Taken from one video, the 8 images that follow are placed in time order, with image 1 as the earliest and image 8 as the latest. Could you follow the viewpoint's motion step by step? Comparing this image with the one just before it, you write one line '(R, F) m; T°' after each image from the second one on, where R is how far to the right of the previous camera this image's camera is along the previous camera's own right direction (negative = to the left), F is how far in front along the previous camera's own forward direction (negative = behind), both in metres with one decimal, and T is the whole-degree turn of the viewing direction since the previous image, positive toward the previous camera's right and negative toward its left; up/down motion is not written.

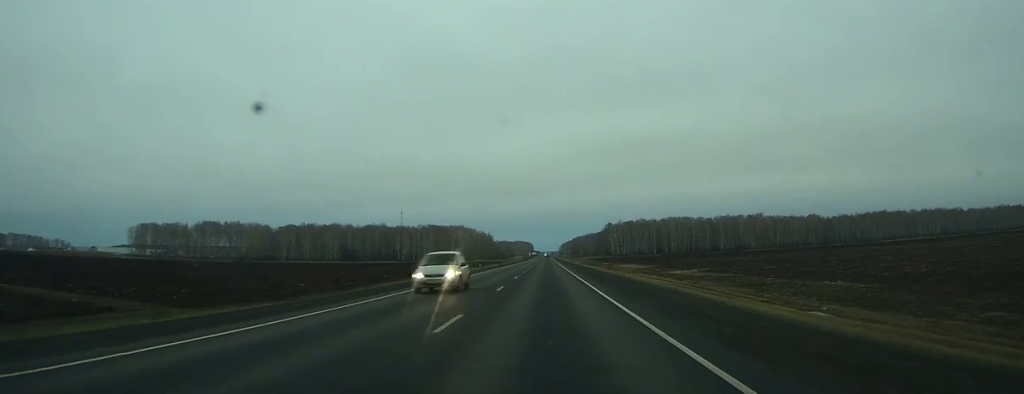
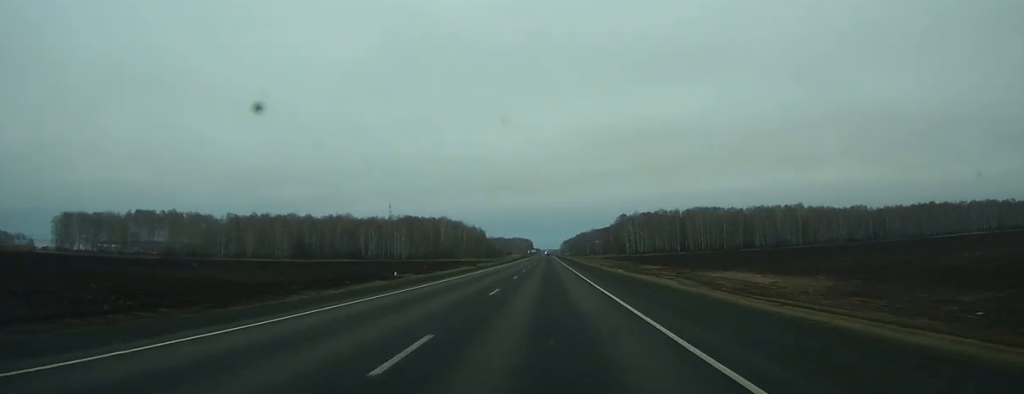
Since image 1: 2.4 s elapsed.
(0.0, +76.2) m; 0°
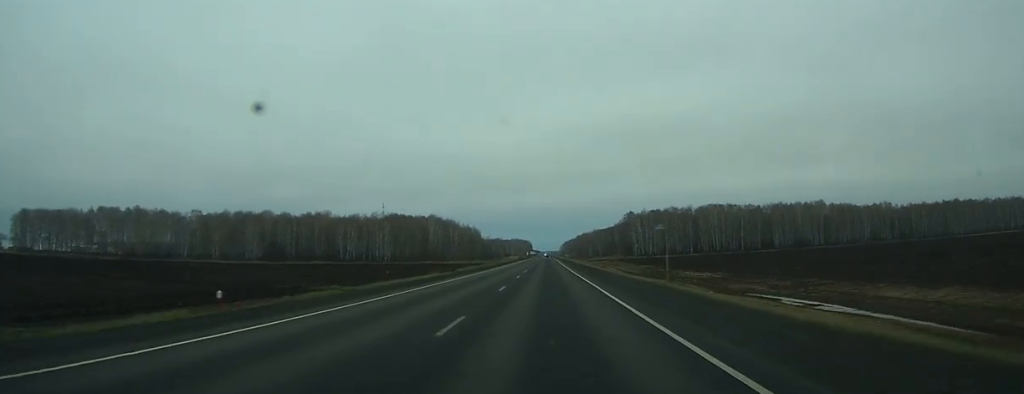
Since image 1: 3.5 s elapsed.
(0.0, +33.3) m; 0°
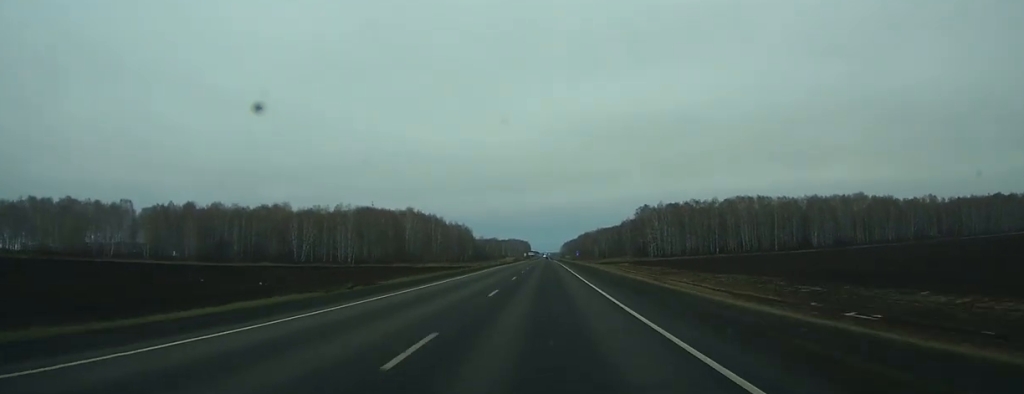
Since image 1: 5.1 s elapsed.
(0.0, +51.9) m; 0°
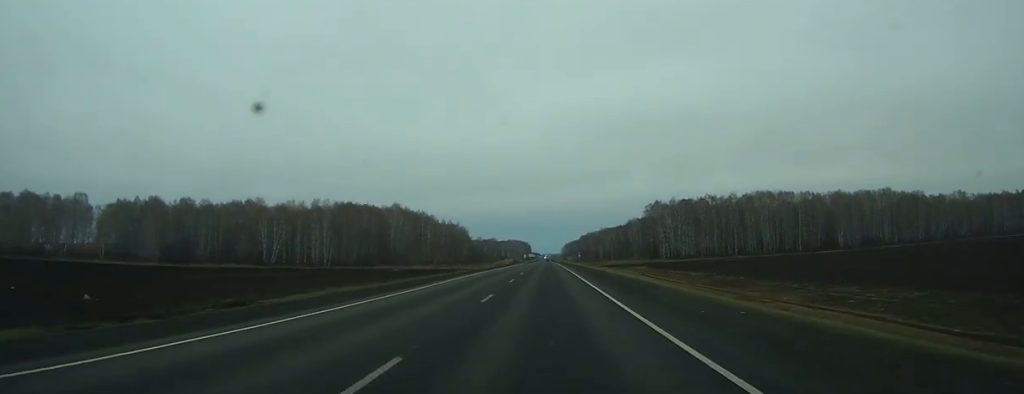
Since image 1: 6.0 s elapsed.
(0.0, +26.7) m; 0°
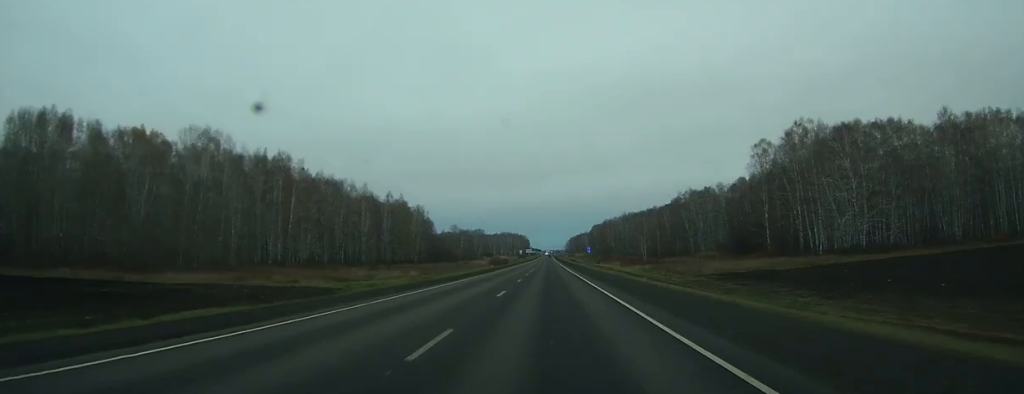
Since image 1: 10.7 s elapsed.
(+0.1, +142.0) m; 0°
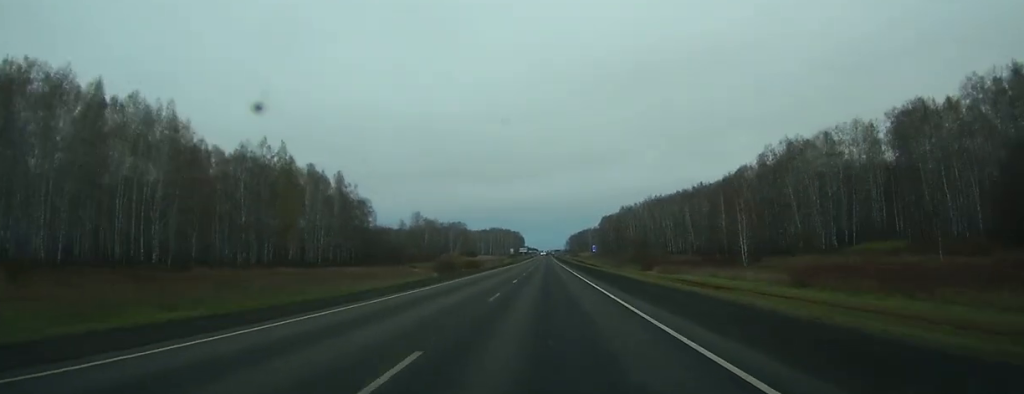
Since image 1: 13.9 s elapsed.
(-0.4, +98.5) m; 0°
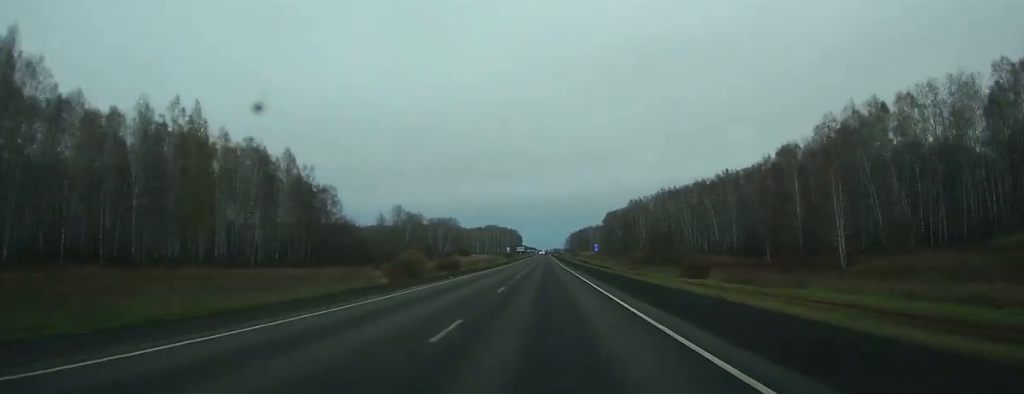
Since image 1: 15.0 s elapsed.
(0.0, +32.1) m; 0°
